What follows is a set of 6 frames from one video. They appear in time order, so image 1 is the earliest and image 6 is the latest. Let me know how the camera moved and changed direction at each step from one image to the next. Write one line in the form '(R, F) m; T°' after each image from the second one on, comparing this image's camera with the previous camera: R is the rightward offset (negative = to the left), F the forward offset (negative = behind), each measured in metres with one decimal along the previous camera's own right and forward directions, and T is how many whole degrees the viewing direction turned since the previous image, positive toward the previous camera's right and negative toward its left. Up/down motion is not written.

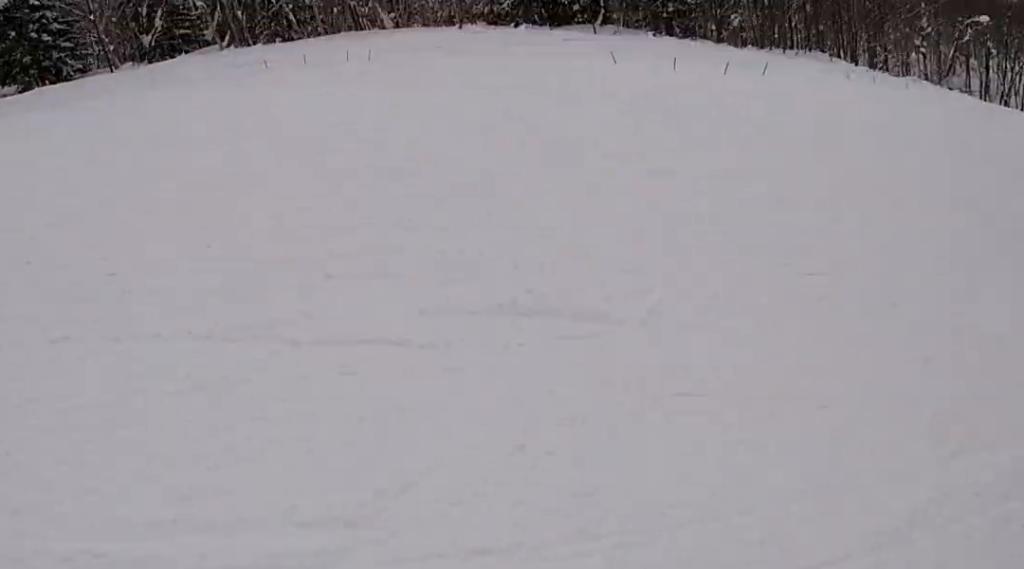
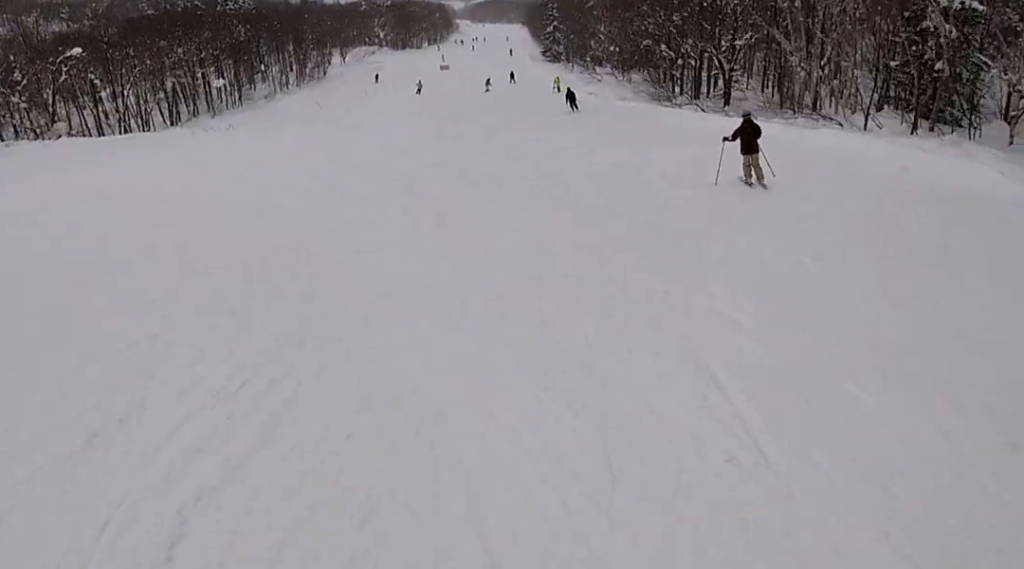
(-0.9, +11.1) m; -6°
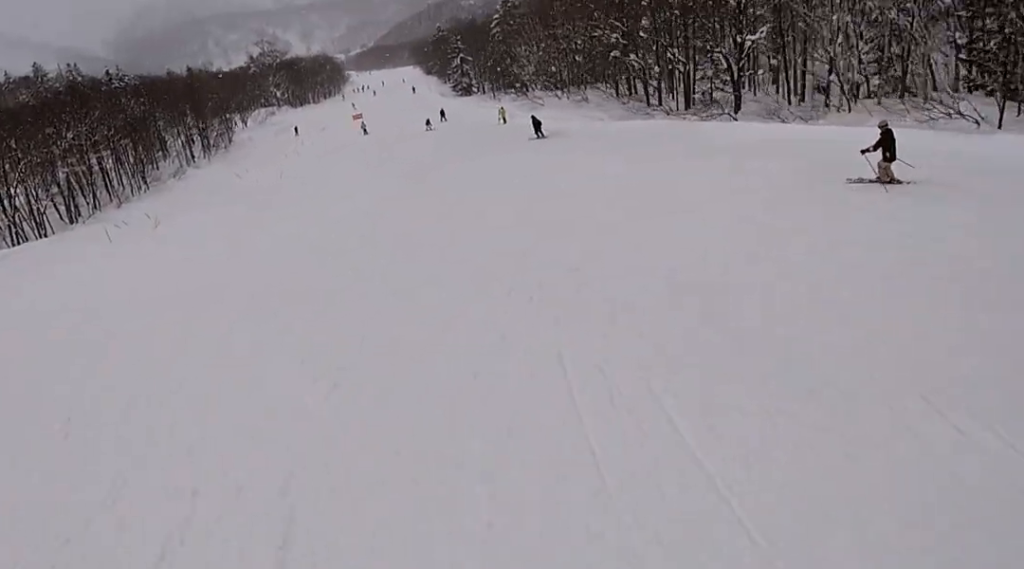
(-0.3, +9.8) m; +1°
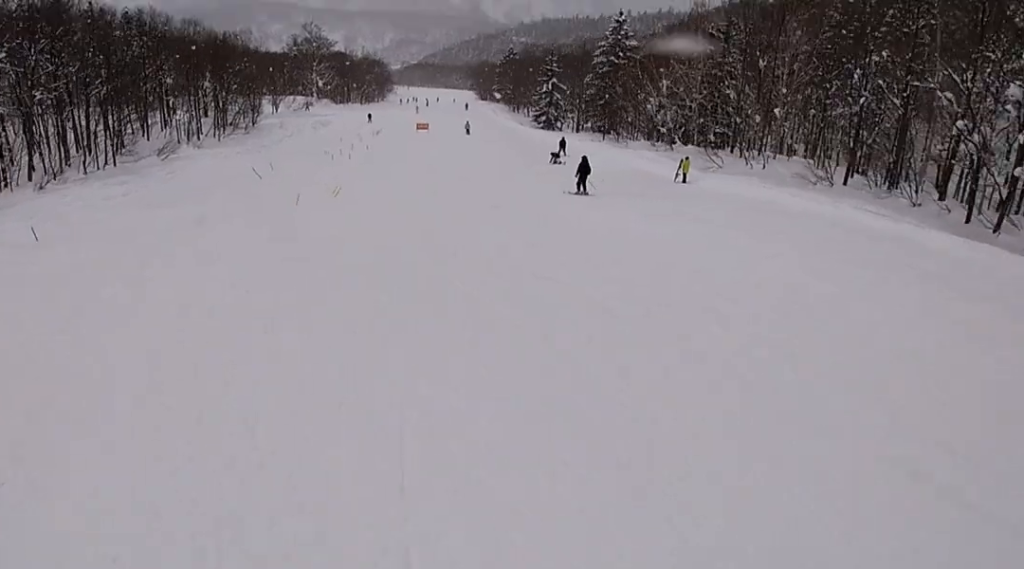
(+3.3, +22.4) m; +15°
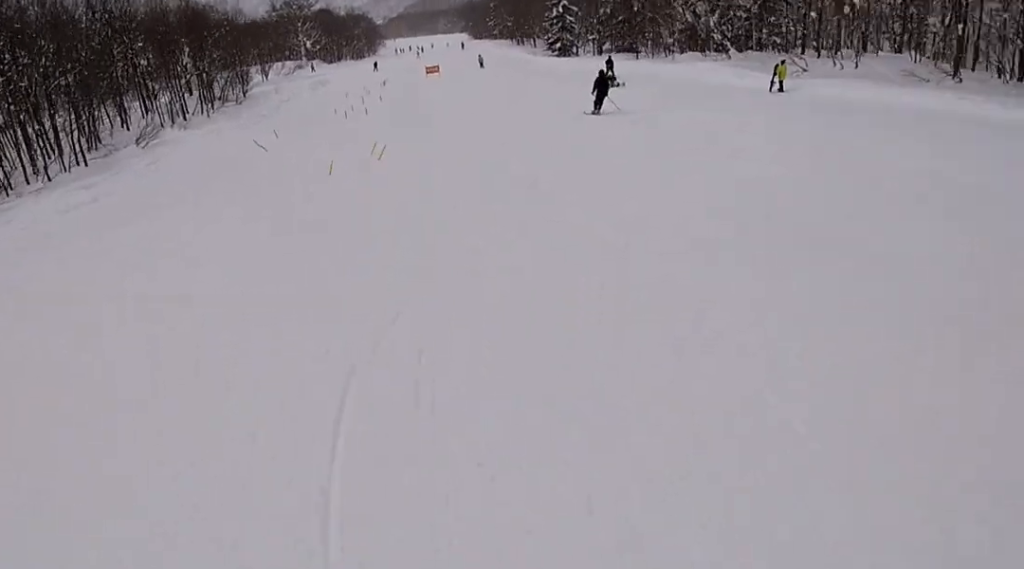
(+0.1, +7.4) m; +1°
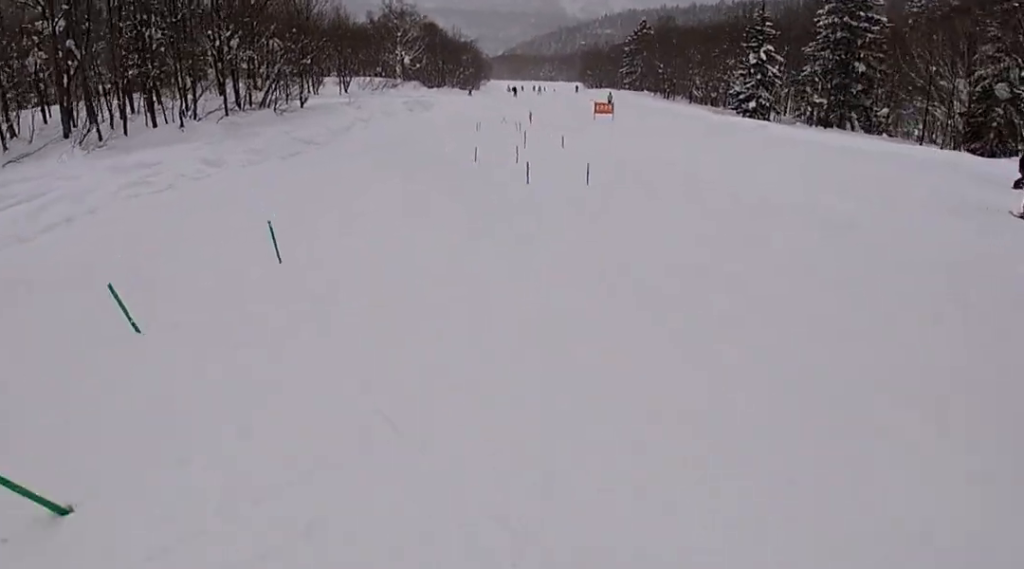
(-1.7, +25.0) m; -9°
